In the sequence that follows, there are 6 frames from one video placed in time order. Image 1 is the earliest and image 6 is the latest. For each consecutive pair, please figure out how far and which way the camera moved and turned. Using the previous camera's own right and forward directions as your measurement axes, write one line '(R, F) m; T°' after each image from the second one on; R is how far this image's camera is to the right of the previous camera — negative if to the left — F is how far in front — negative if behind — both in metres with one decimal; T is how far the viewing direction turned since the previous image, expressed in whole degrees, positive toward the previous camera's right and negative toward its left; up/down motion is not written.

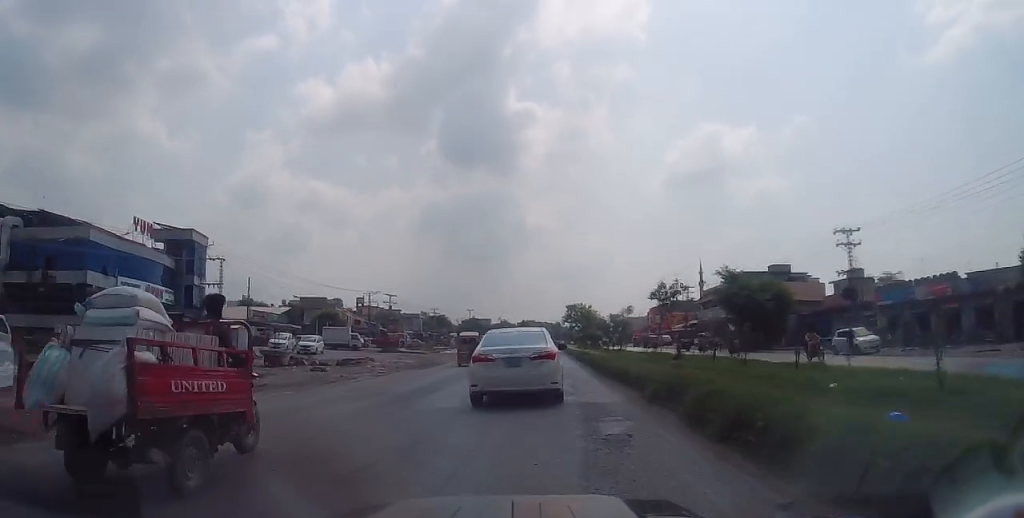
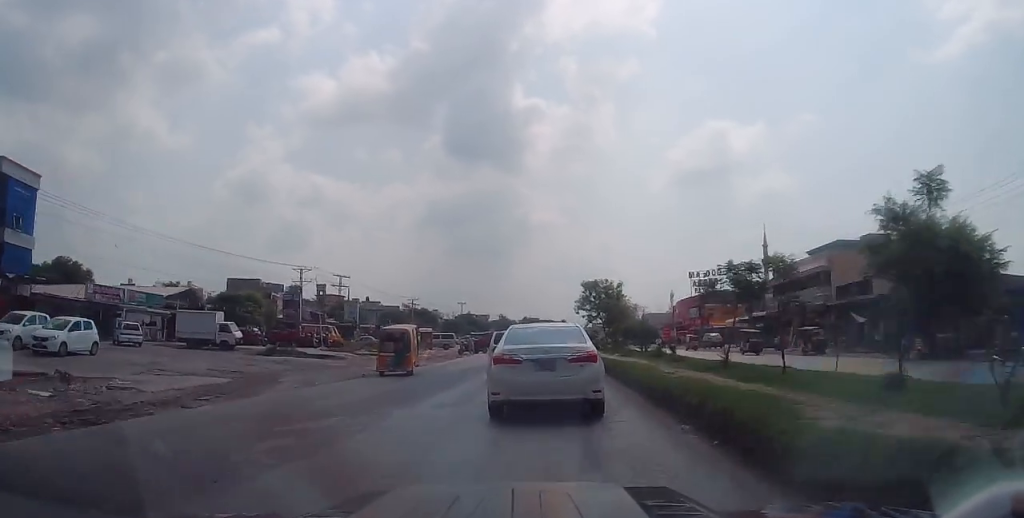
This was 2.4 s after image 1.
(-0.7, +30.0) m; -1°
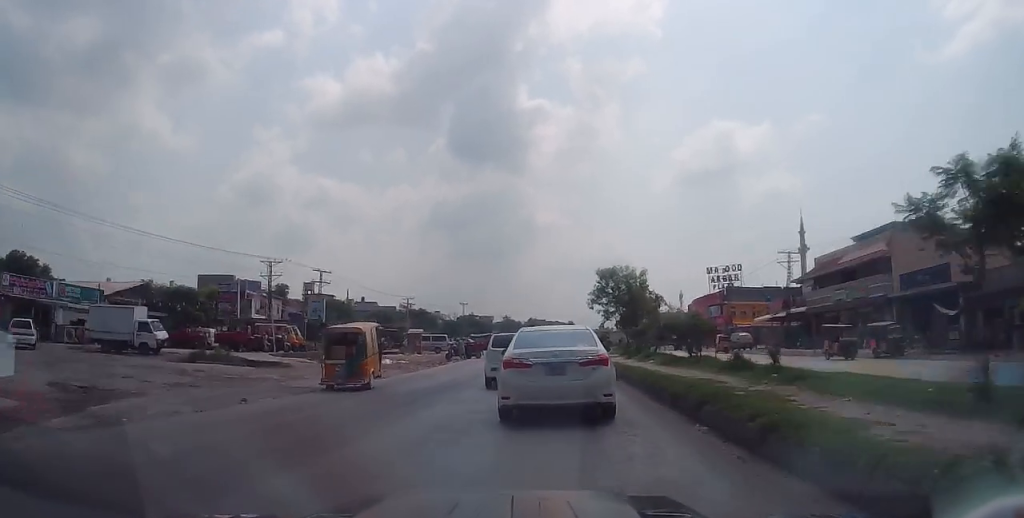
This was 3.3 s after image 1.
(+0.1, +9.7) m; 0°
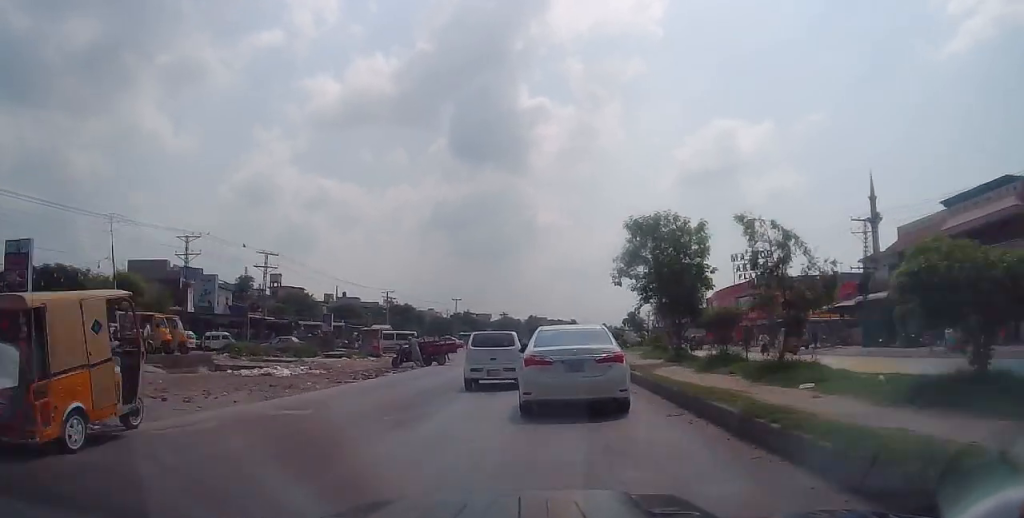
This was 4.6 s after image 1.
(+0.1, +15.4) m; +2°
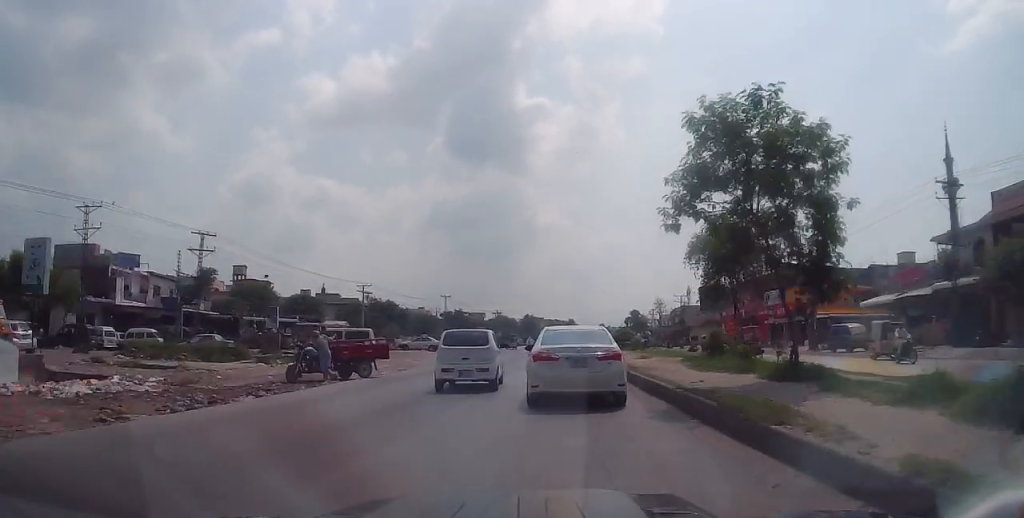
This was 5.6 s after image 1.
(+0.2, +11.8) m; -1°
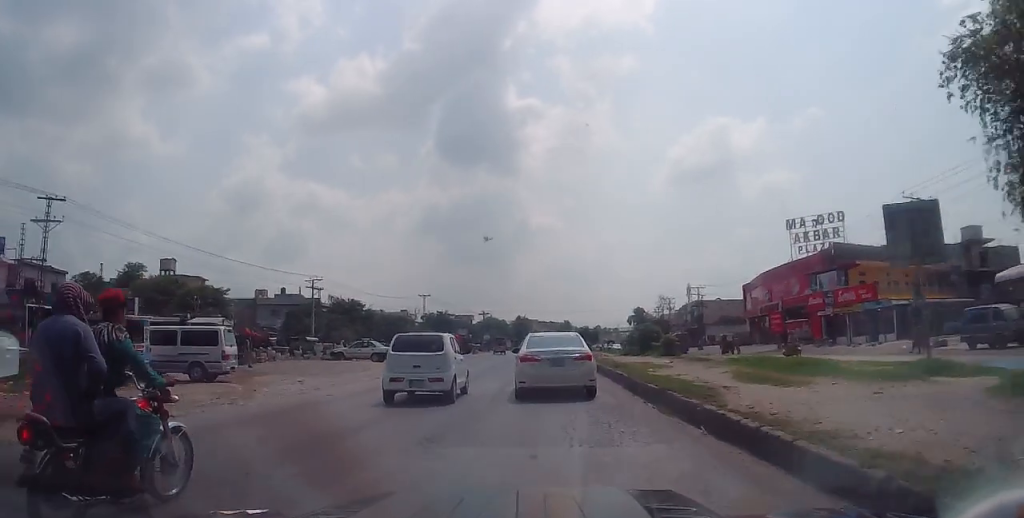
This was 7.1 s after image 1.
(-0.7, +17.4) m; -1°
